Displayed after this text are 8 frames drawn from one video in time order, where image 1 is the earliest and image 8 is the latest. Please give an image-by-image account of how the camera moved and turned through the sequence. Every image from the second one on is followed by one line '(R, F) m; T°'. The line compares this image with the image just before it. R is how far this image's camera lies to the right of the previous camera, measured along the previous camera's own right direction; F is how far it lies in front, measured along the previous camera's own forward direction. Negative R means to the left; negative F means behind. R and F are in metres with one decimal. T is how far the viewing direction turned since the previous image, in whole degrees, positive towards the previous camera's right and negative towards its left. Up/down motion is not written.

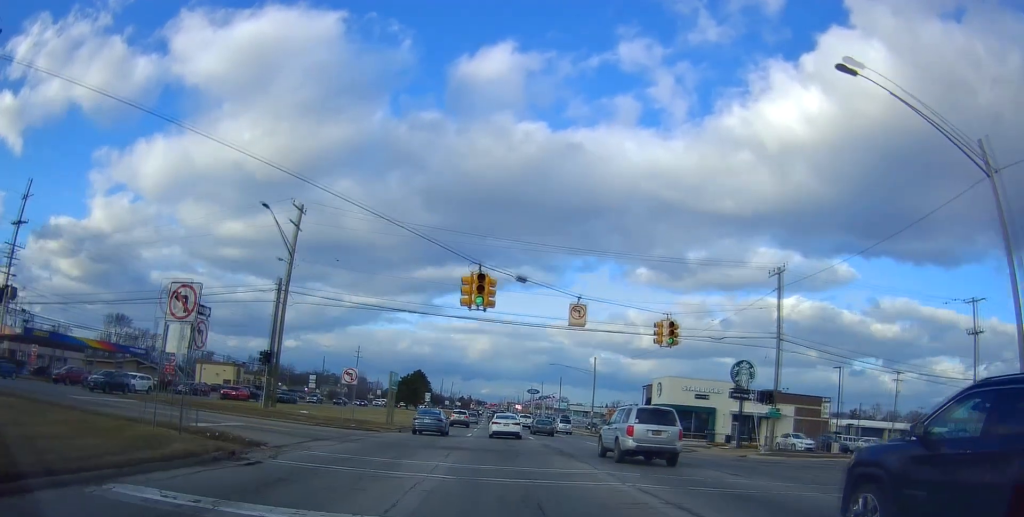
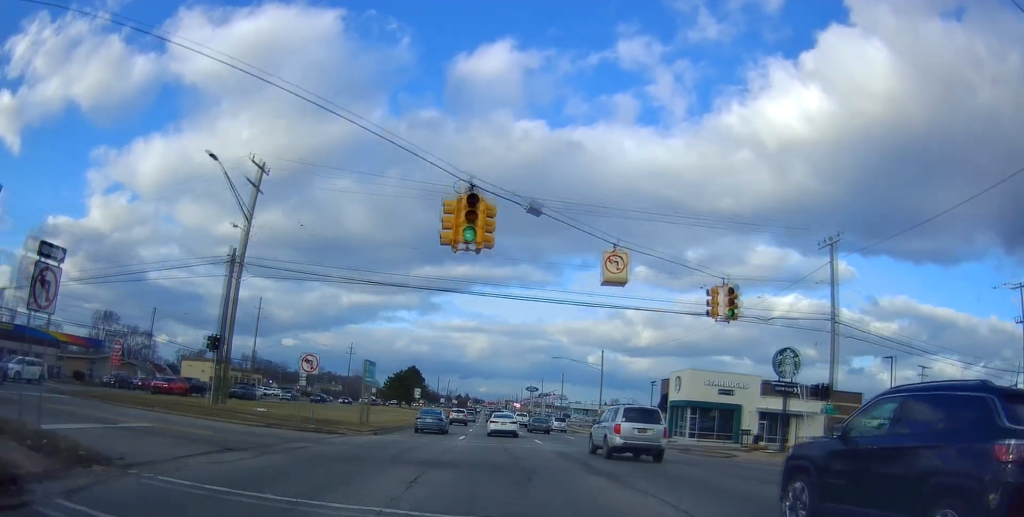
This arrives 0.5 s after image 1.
(-0.4, +6.3) m; -2°
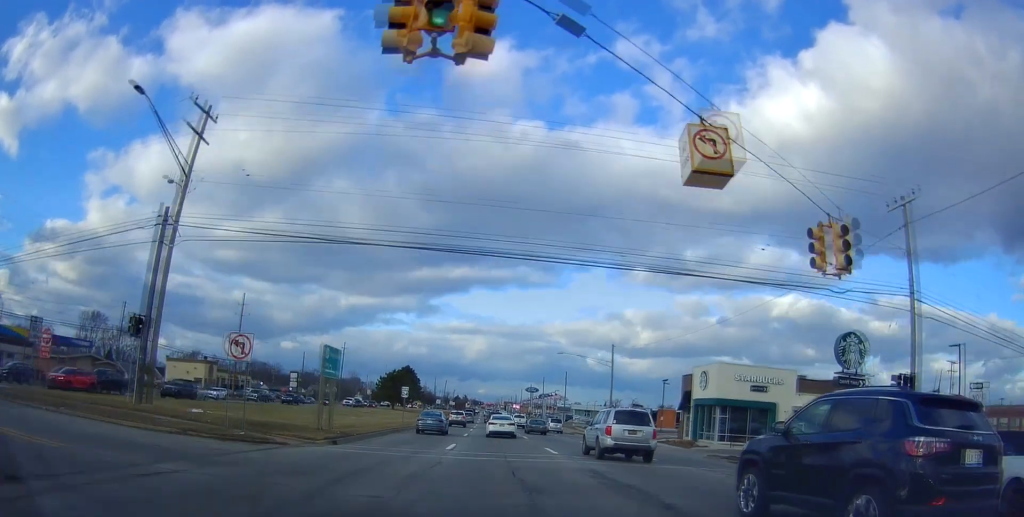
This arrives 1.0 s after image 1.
(-0.2, +6.3) m; -2°
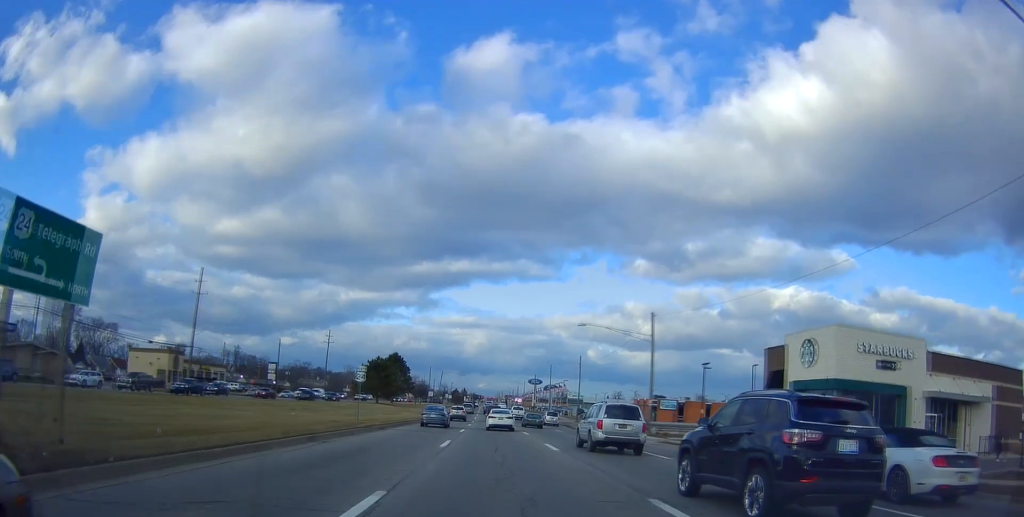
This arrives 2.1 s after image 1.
(0.0, +15.5) m; 0°
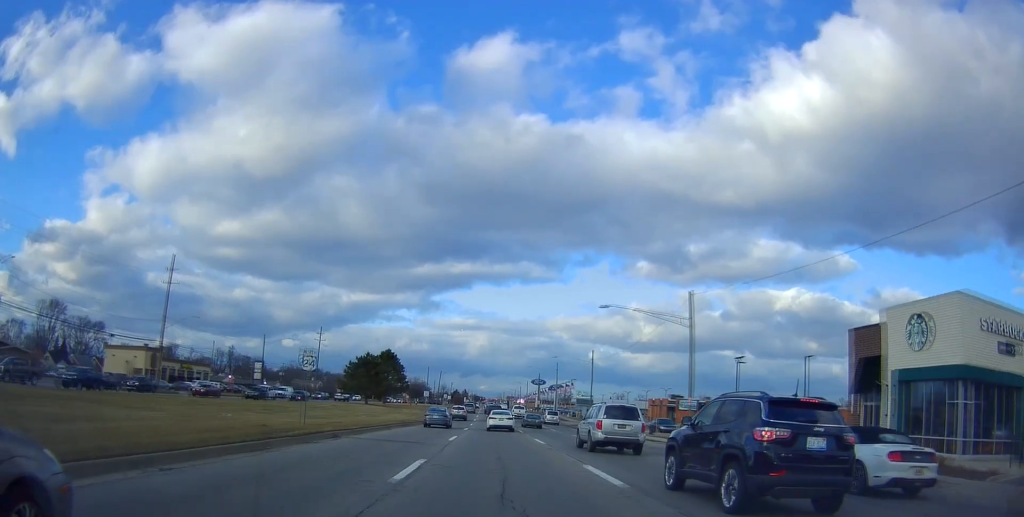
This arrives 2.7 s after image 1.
(0.0, +9.0) m; 0°
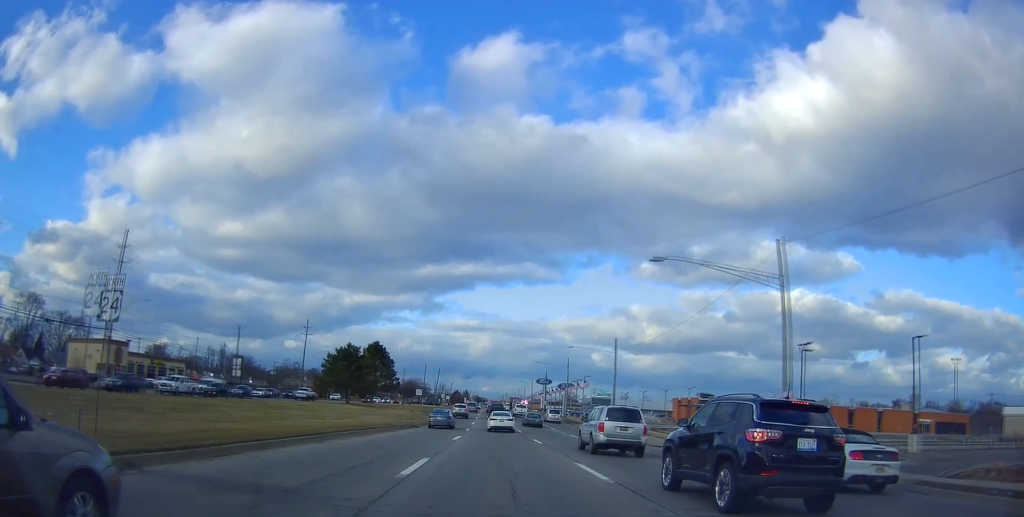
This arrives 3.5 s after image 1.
(0.0, +12.5) m; 0°
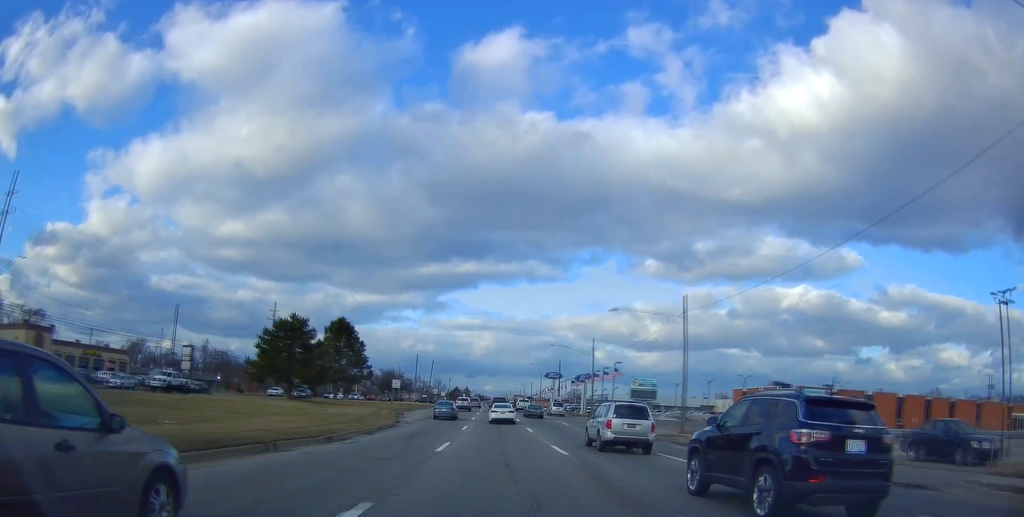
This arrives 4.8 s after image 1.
(0.0, +22.4) m; 0°
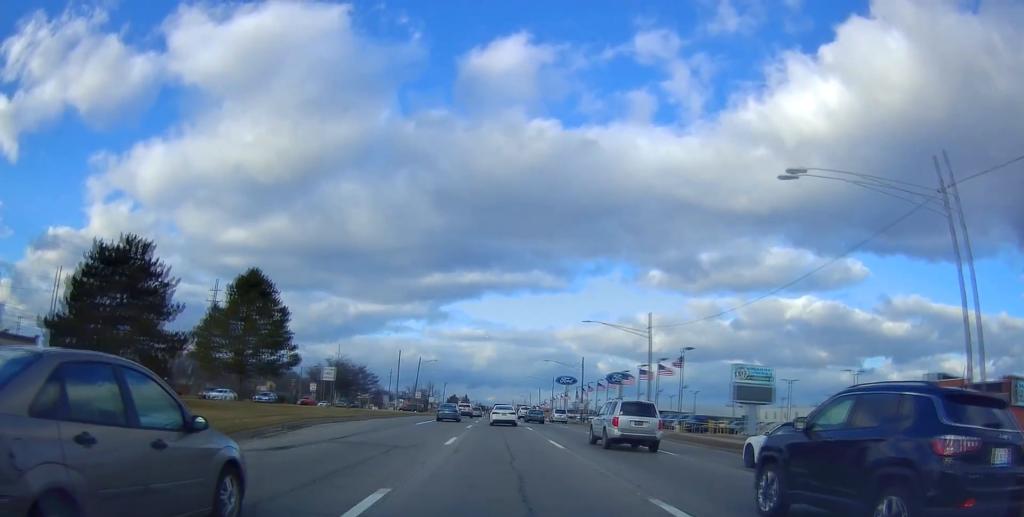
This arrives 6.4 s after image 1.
(0.0, +27.8) m; -1°
